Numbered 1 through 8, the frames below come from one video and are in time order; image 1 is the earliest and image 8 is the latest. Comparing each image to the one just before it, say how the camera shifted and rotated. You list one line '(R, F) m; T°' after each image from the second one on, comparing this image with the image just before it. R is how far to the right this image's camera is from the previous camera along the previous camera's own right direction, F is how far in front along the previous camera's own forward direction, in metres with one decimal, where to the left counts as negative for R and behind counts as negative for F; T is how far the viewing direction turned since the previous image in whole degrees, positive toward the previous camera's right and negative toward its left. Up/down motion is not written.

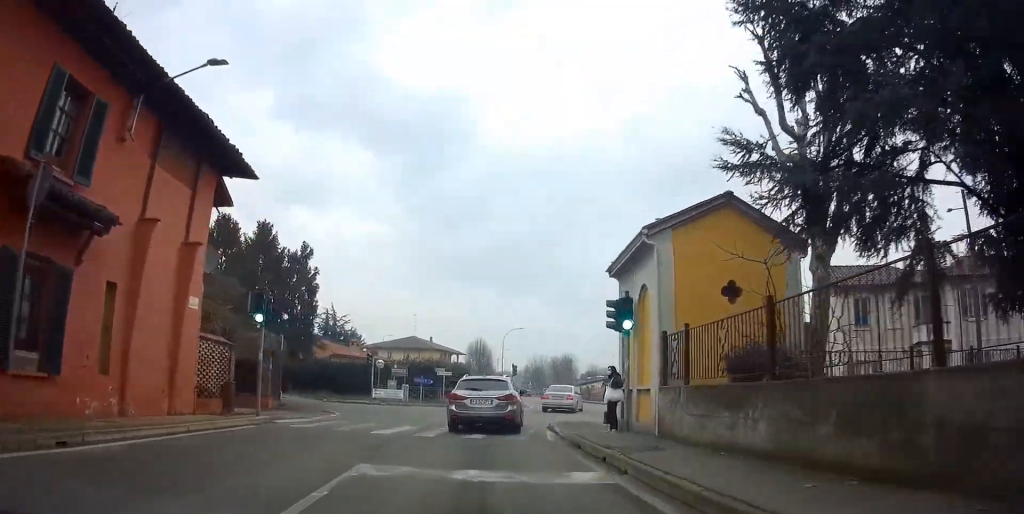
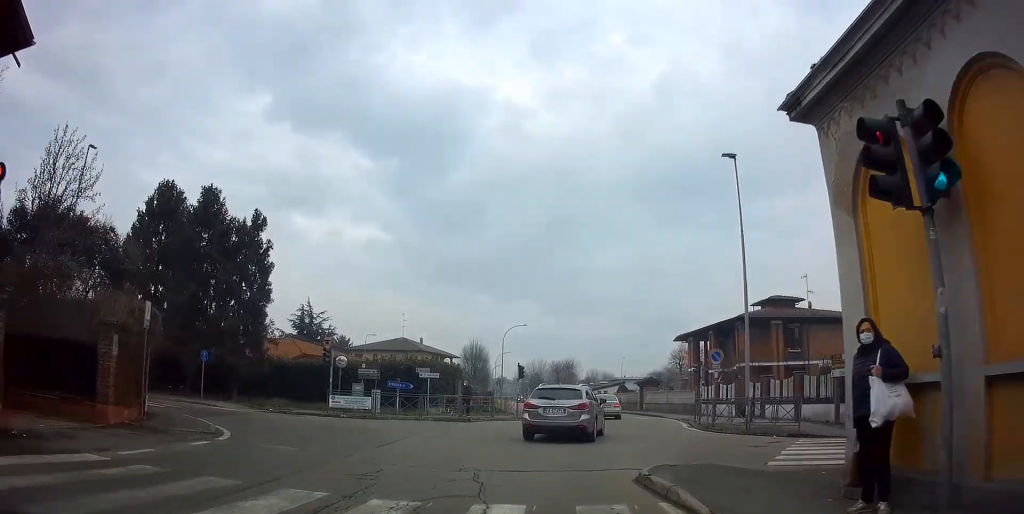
(-0.2, +10.2) m; 0°
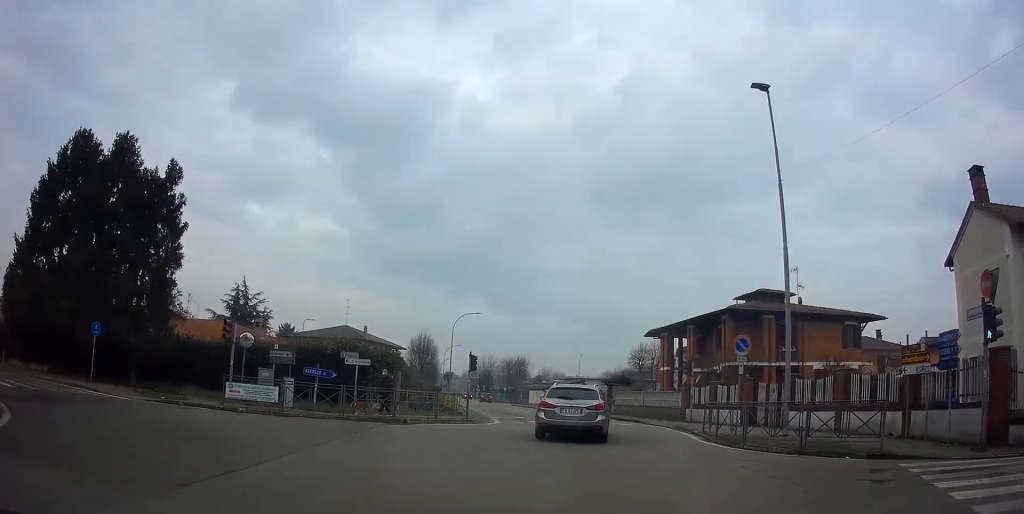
(0.0, +6.3) m; +6°
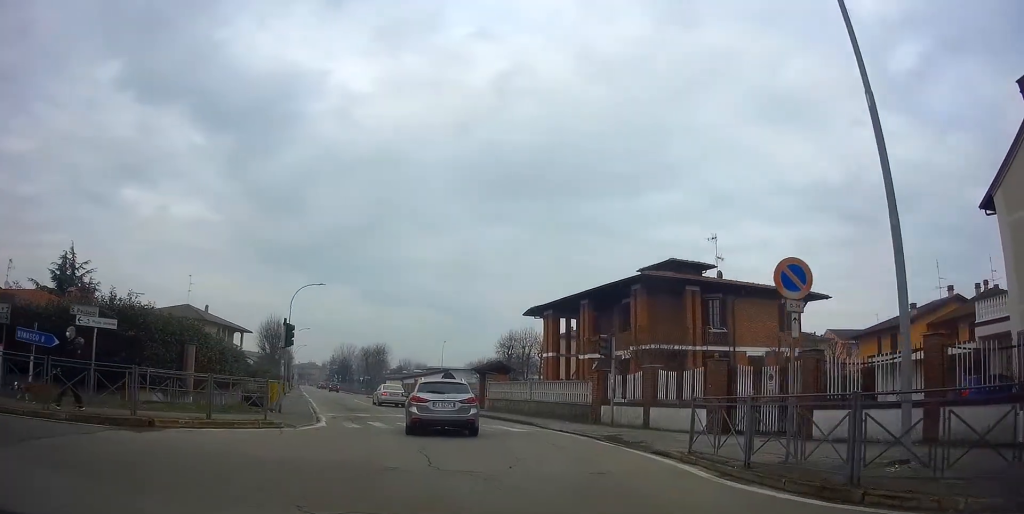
(+1.2, +9.4) m; +11°
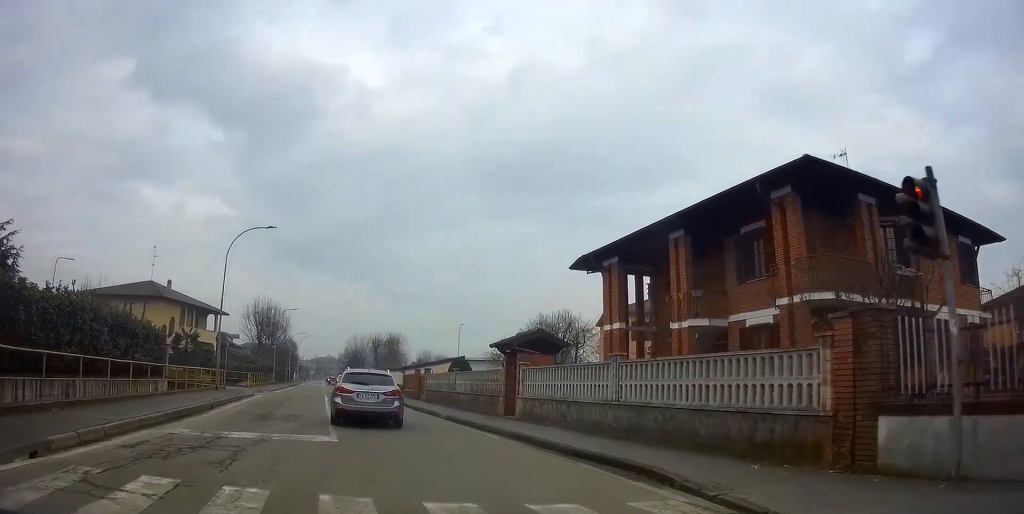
(+0.7, +14.5) m; -2°
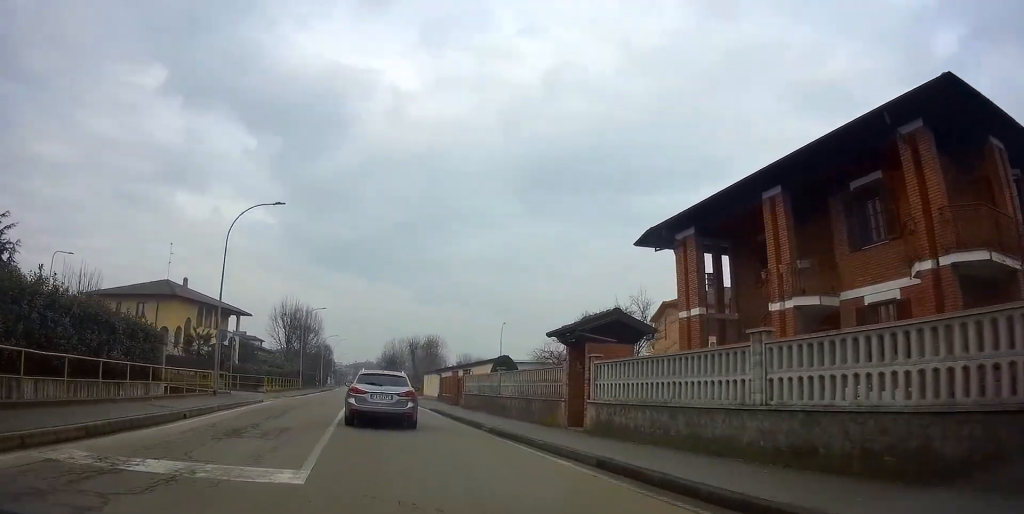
(-0.4, +4.8) m; -4°
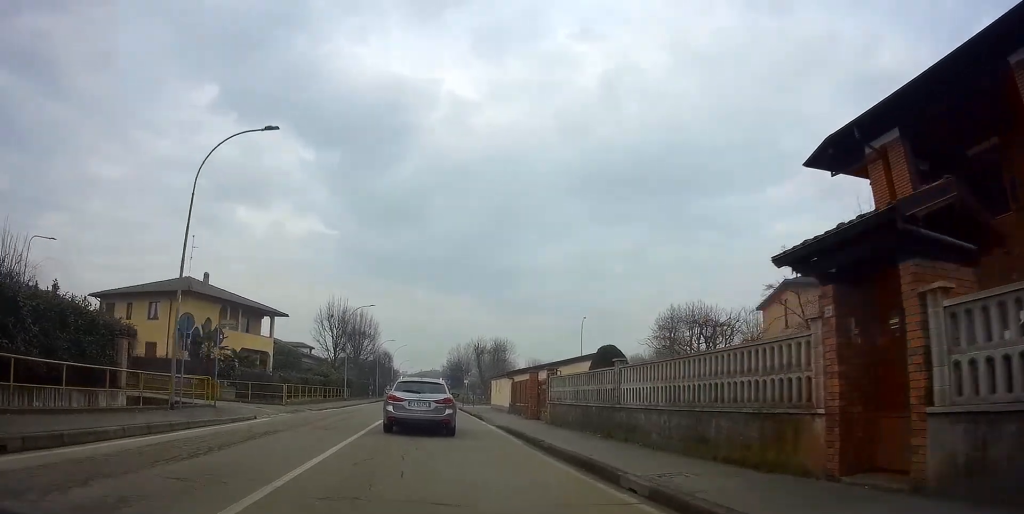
(-0.5, +8.9) m; -5°
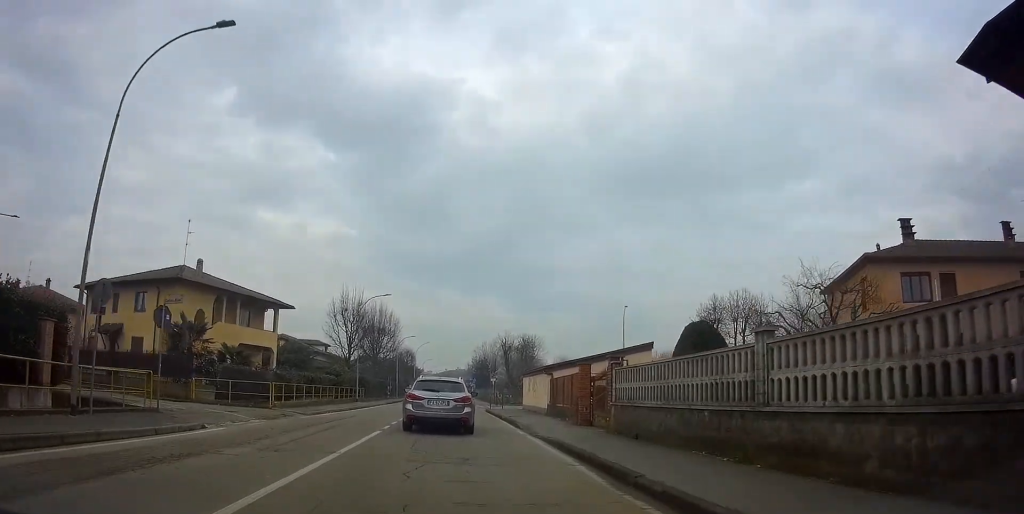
(-0.1, +5.7) m; -1°
